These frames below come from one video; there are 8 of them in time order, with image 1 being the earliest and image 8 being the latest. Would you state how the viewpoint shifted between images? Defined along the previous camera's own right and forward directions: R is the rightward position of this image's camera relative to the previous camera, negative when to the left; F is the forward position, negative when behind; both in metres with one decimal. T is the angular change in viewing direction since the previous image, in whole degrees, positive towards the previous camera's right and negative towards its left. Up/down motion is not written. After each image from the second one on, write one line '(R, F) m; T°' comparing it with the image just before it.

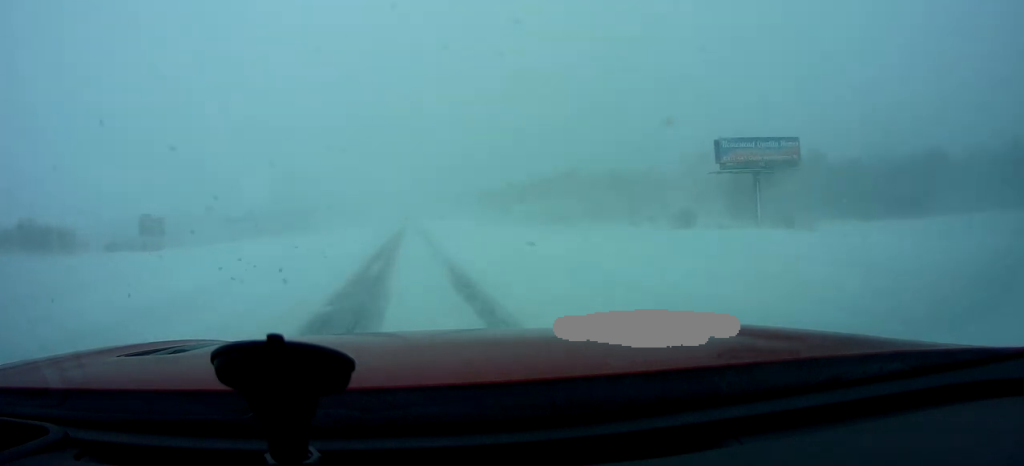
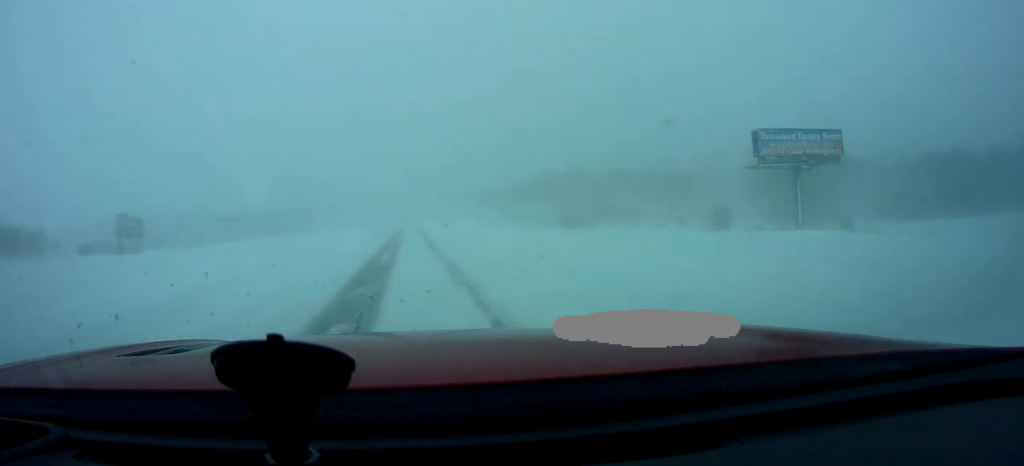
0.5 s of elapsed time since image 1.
(0.0, +9.1) m; 0°
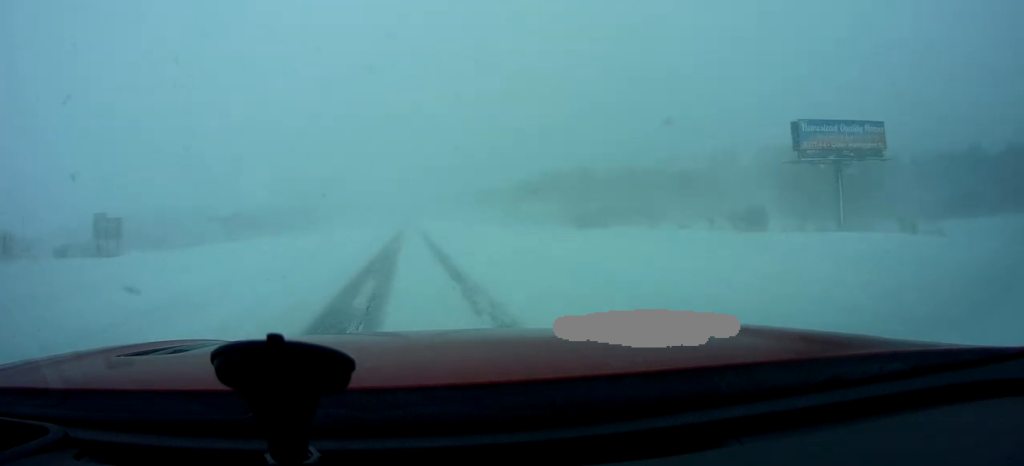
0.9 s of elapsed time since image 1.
(-0.1, +7.8) m; +1°
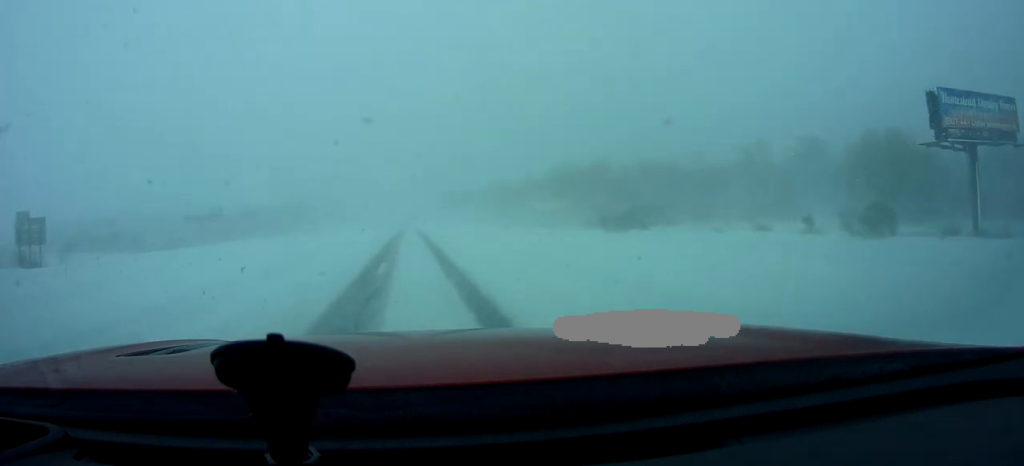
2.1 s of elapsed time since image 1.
(+0.3, +20.3) m; 0°
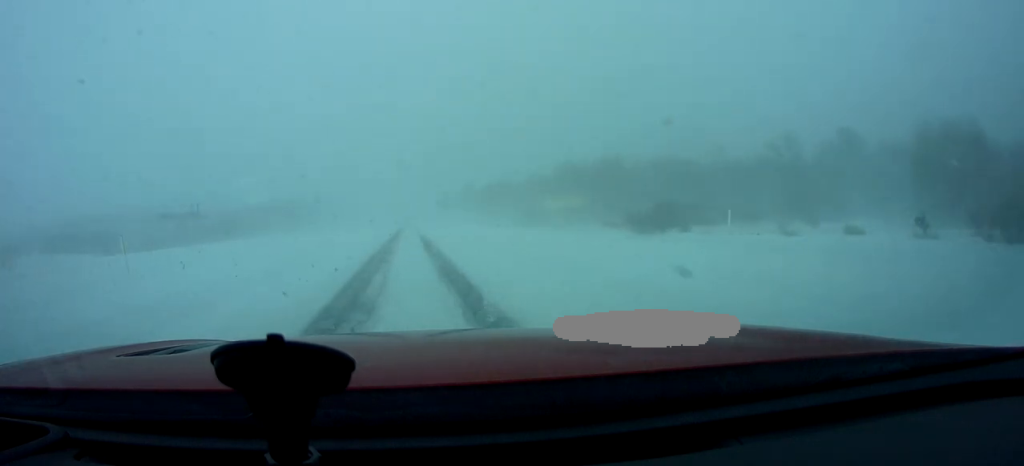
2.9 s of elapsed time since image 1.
(-0.2, +15.3) m; -1°
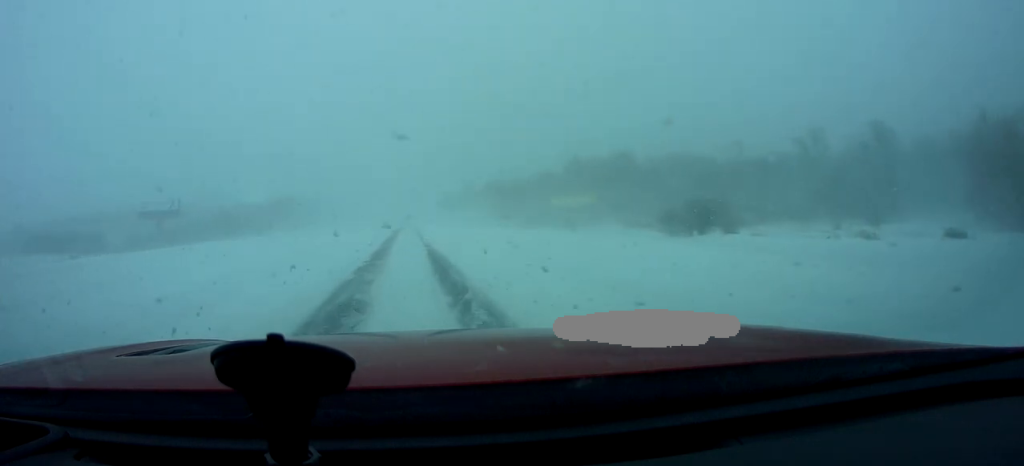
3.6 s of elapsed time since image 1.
(-0.1, +12.3) m; -1°
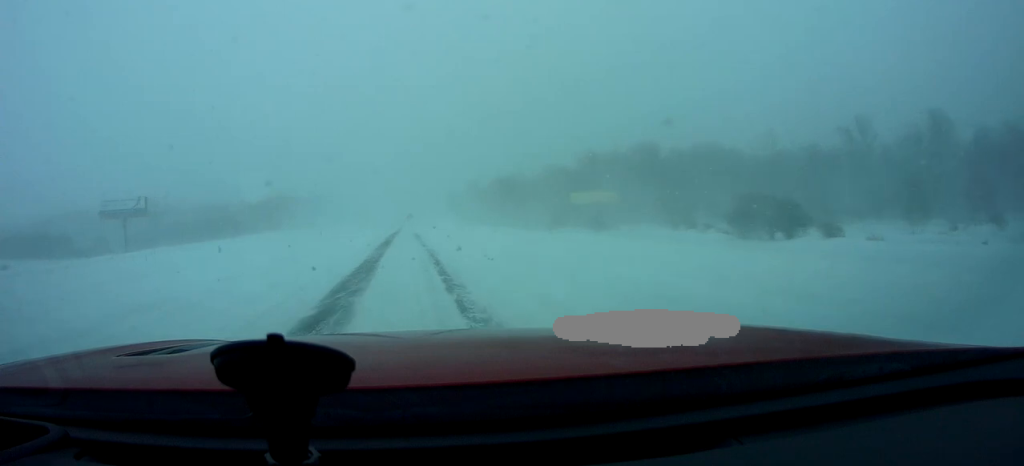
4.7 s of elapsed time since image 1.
(0.0, +19.3) m; +1°
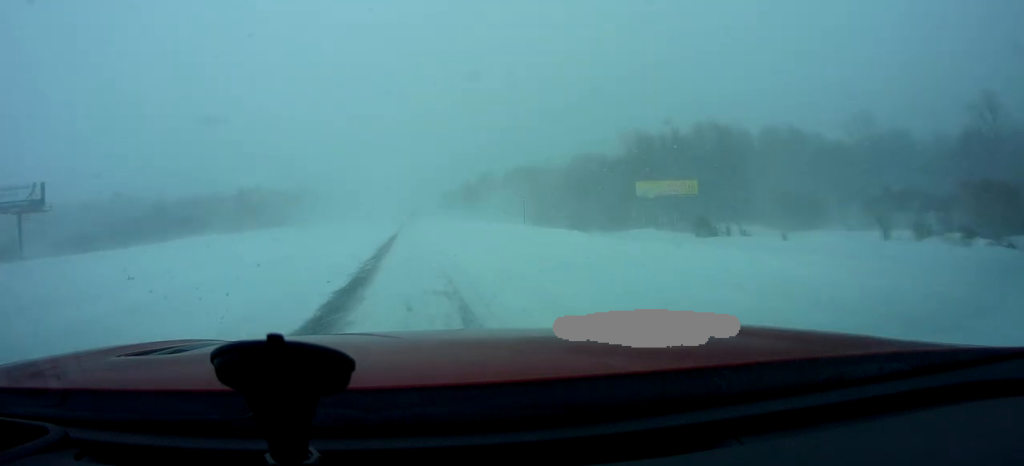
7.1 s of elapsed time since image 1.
(+0.6, +41.2) m; -1°
